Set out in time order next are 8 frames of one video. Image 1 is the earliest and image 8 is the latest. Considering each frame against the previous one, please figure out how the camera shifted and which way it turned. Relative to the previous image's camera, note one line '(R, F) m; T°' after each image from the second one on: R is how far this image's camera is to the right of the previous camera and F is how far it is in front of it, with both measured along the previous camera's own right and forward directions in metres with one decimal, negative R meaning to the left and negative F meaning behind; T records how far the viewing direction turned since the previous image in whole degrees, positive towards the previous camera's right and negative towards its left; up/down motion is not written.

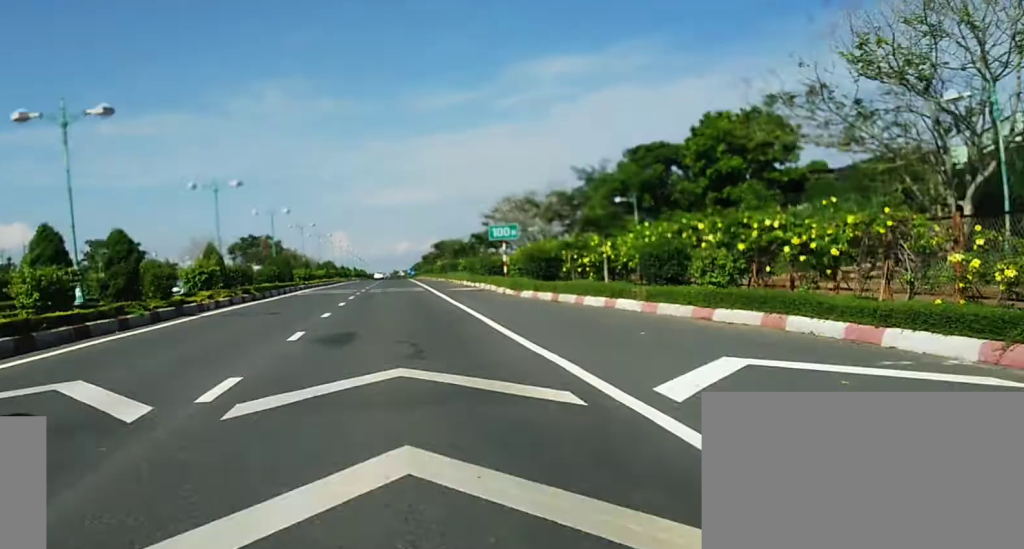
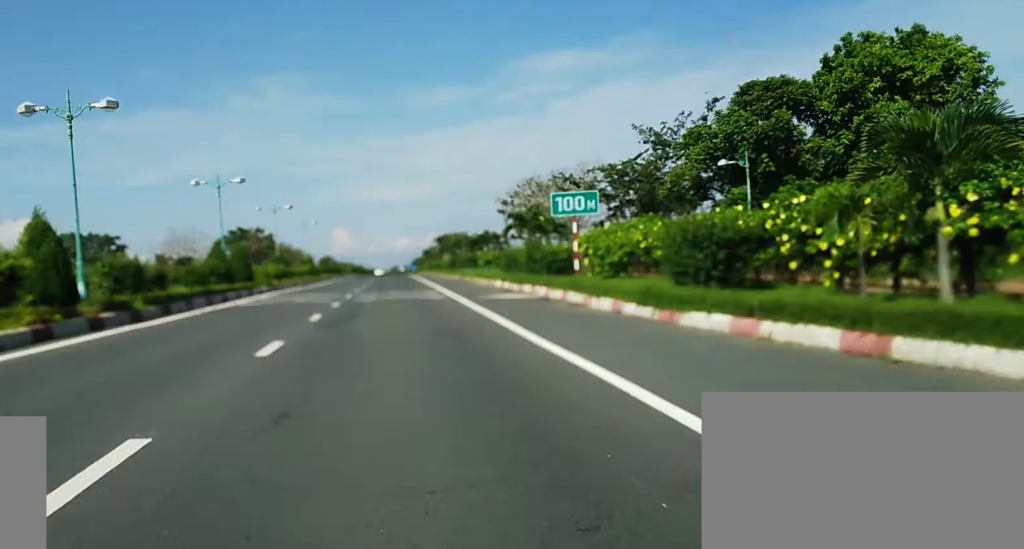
(-0.1, +20.8) m; 0°
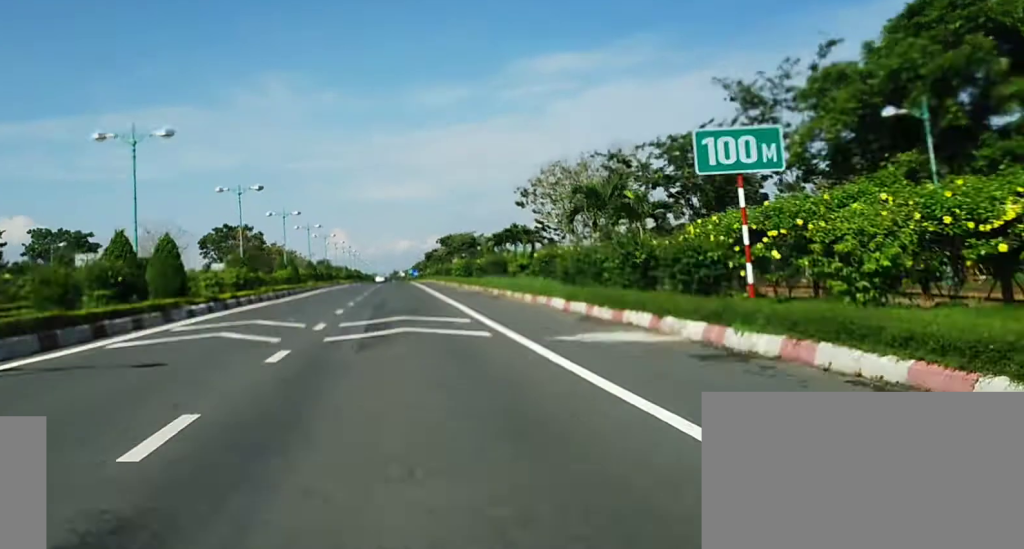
(-0.1, +14.8) m; 0°
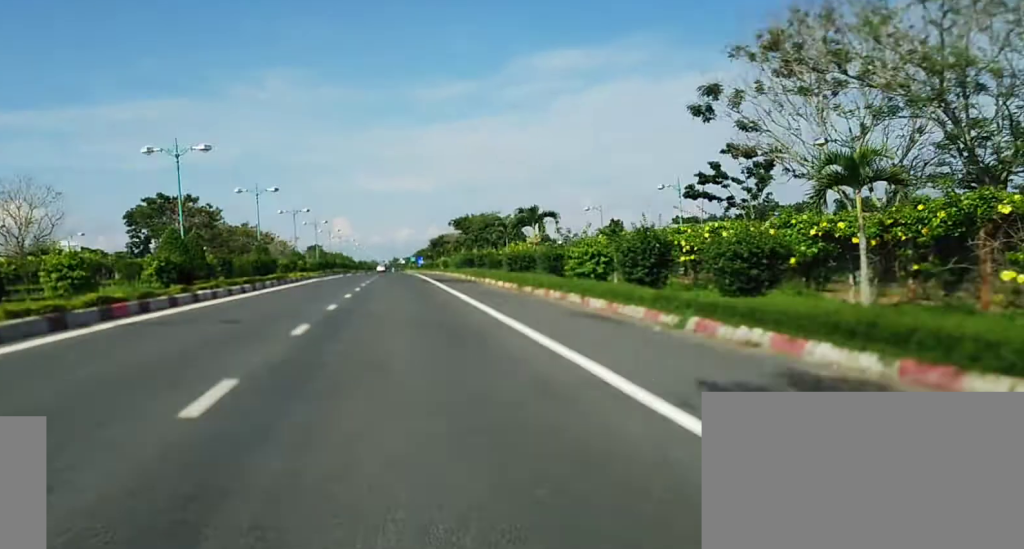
(+1.1, +55.0) m; +1°
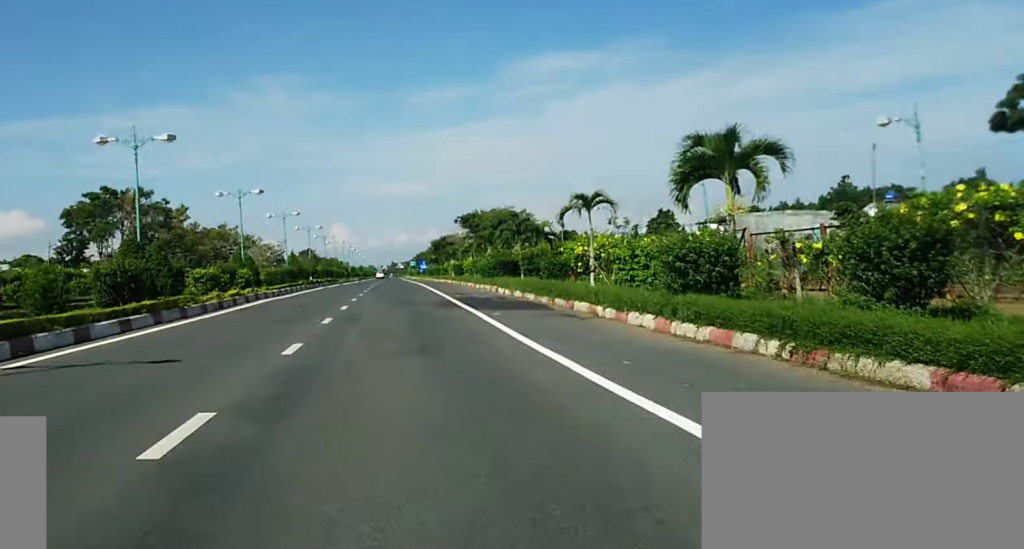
(-0.3, +25.7) m; -1°
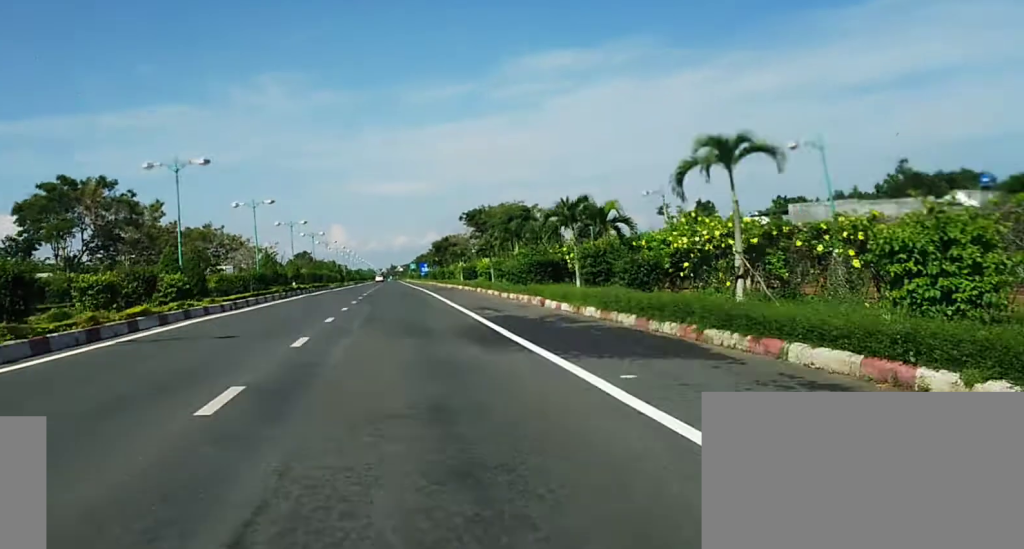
(0.0, +14.2) m; 0°
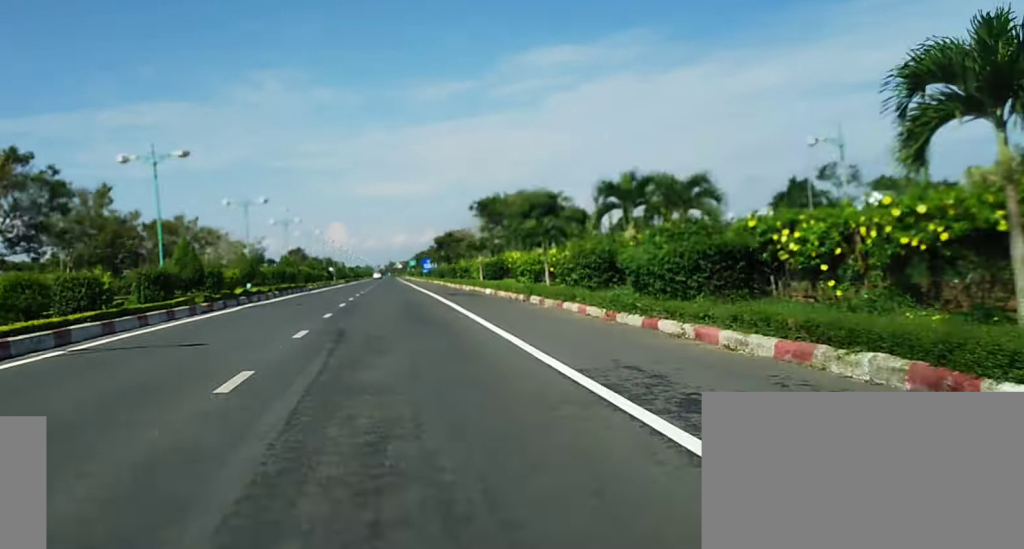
(0.0, +22.8) m; 0°
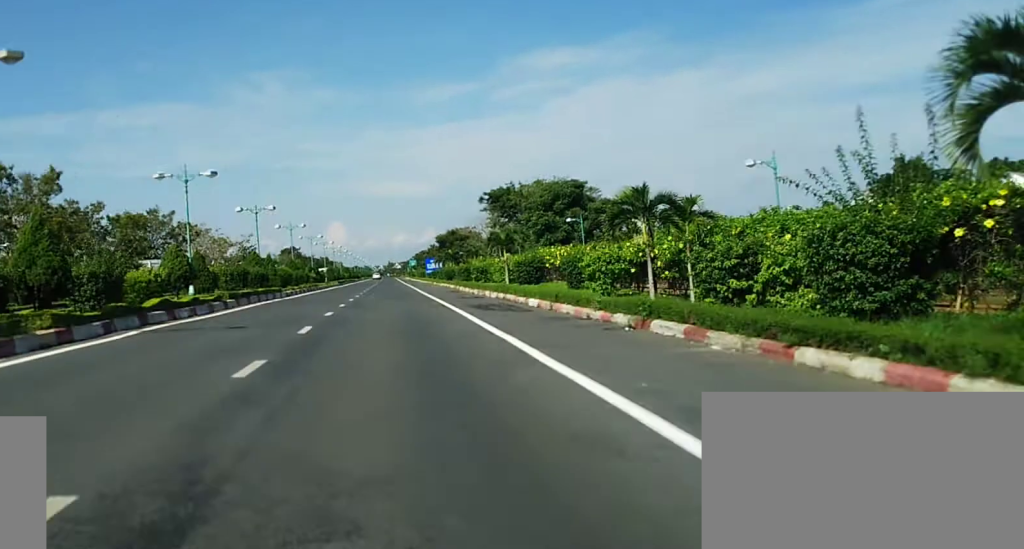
(0.0, +14.3) m; 0°
